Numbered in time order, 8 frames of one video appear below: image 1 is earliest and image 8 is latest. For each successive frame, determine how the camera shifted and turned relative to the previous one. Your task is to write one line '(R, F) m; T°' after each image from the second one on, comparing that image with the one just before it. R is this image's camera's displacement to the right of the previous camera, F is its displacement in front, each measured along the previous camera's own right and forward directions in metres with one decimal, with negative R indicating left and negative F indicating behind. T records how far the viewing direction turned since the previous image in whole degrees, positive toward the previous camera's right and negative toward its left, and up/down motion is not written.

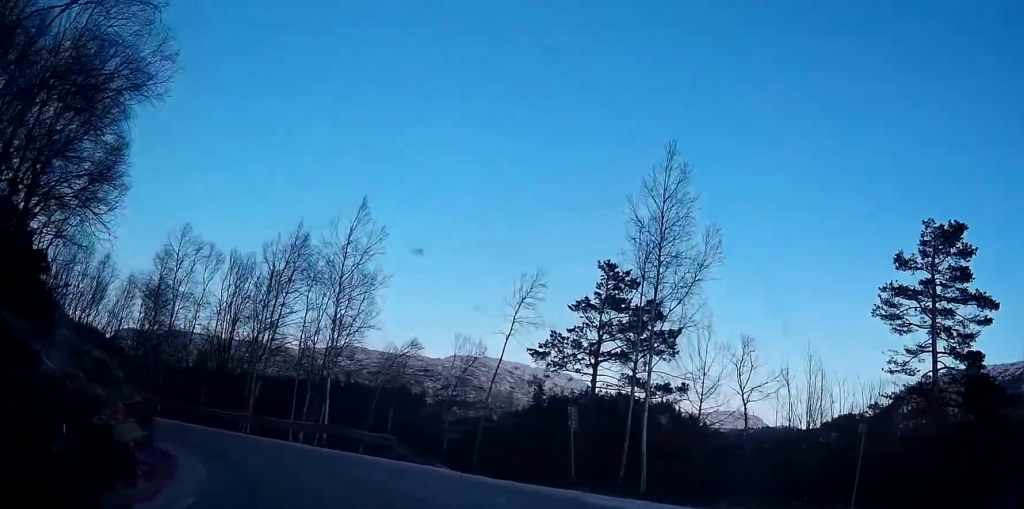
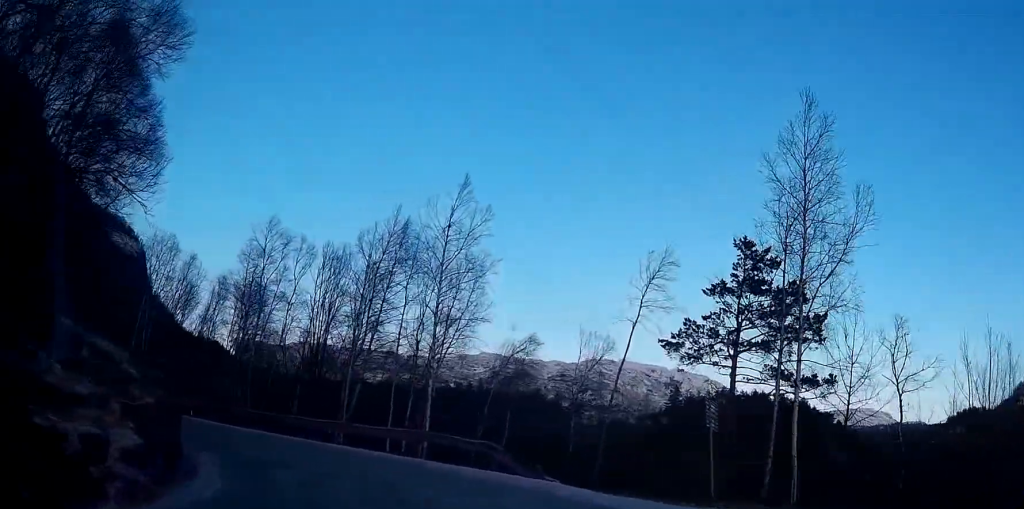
(+0.3, +4.4) m; -8°
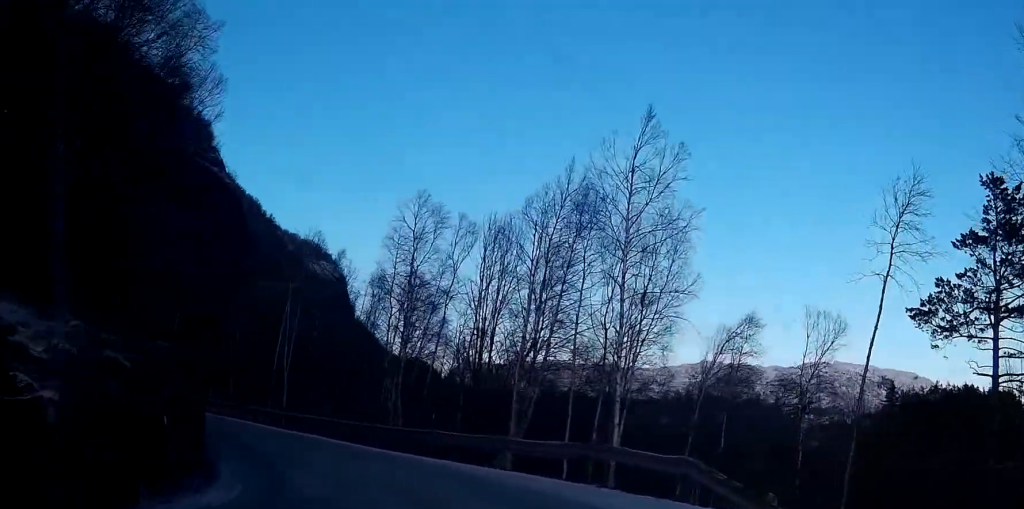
(-1.6, +7.5) m; -14°
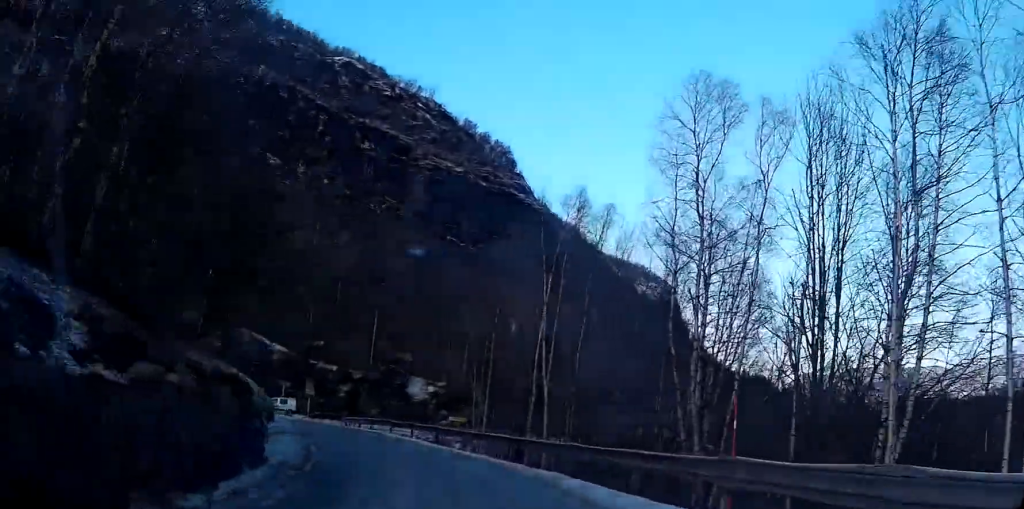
(-2.0, +12.2) m; -23°
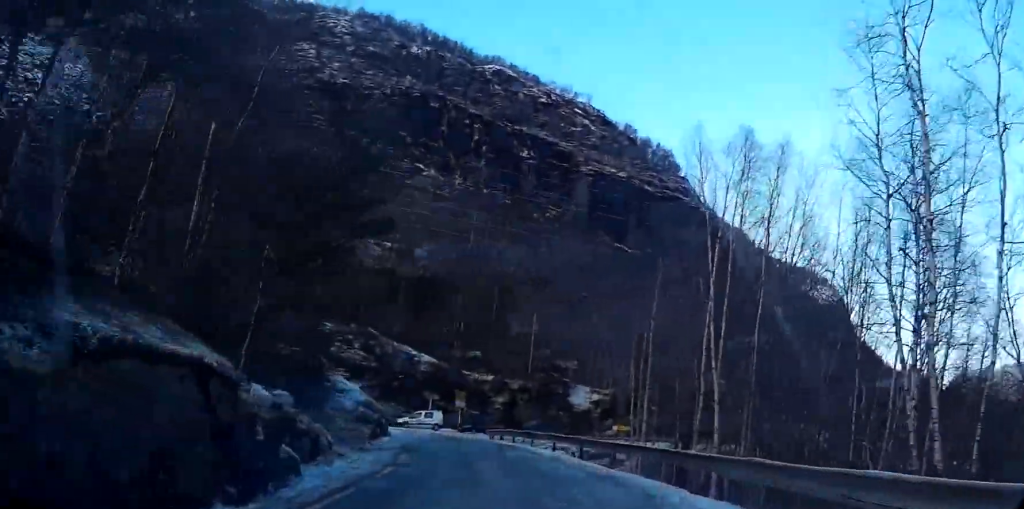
(-0.9, +6.7) m; -13°
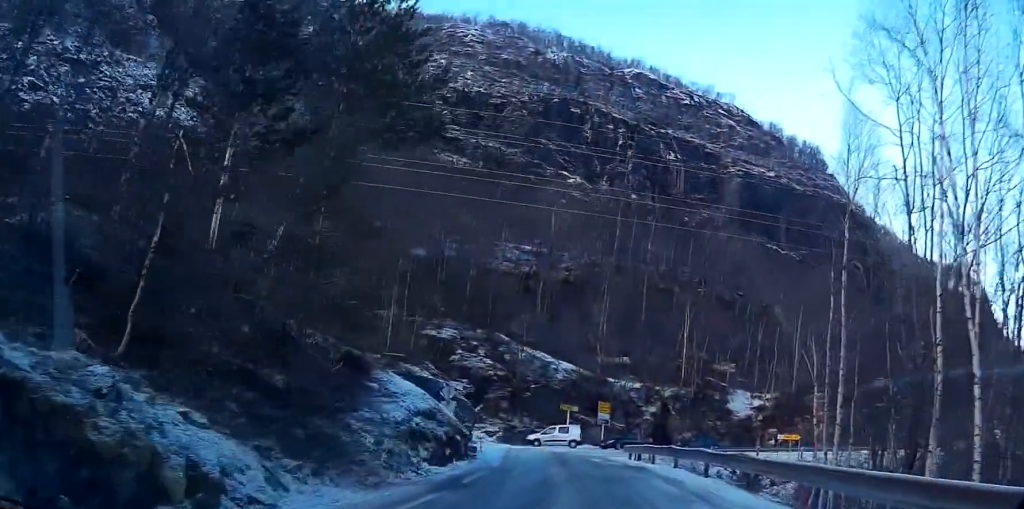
(-1.2, +10.1) m; -12°
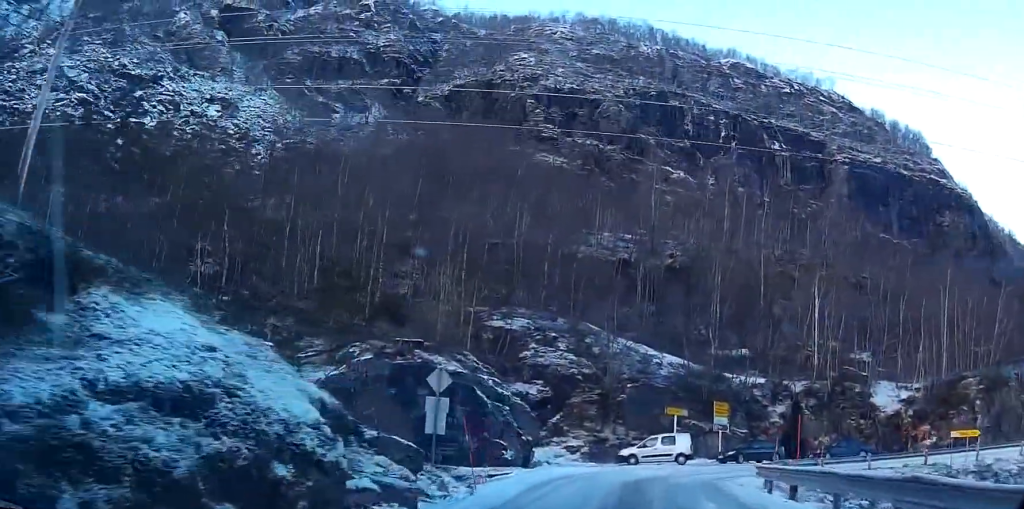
(-1.6, +14.4) m; -9°
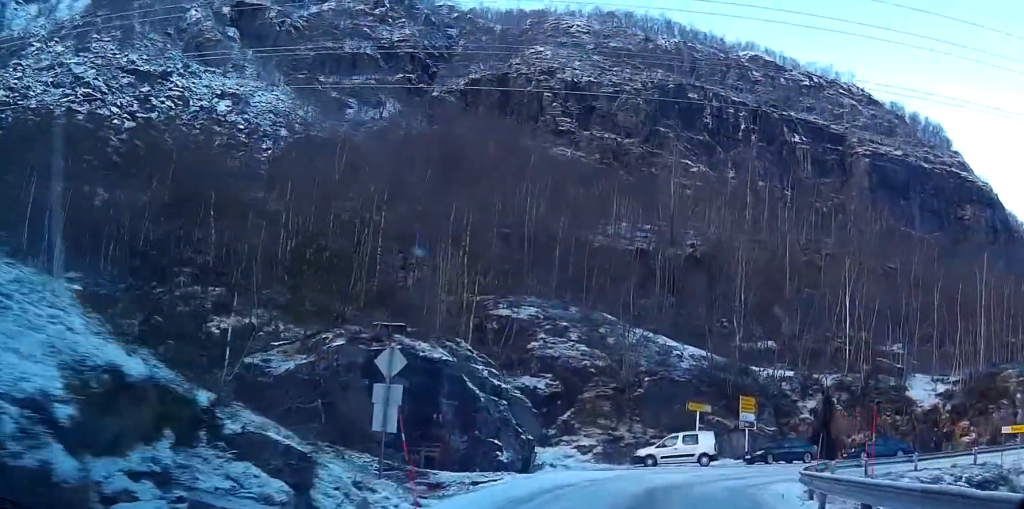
(-0.1, +4.3) m; -1°
